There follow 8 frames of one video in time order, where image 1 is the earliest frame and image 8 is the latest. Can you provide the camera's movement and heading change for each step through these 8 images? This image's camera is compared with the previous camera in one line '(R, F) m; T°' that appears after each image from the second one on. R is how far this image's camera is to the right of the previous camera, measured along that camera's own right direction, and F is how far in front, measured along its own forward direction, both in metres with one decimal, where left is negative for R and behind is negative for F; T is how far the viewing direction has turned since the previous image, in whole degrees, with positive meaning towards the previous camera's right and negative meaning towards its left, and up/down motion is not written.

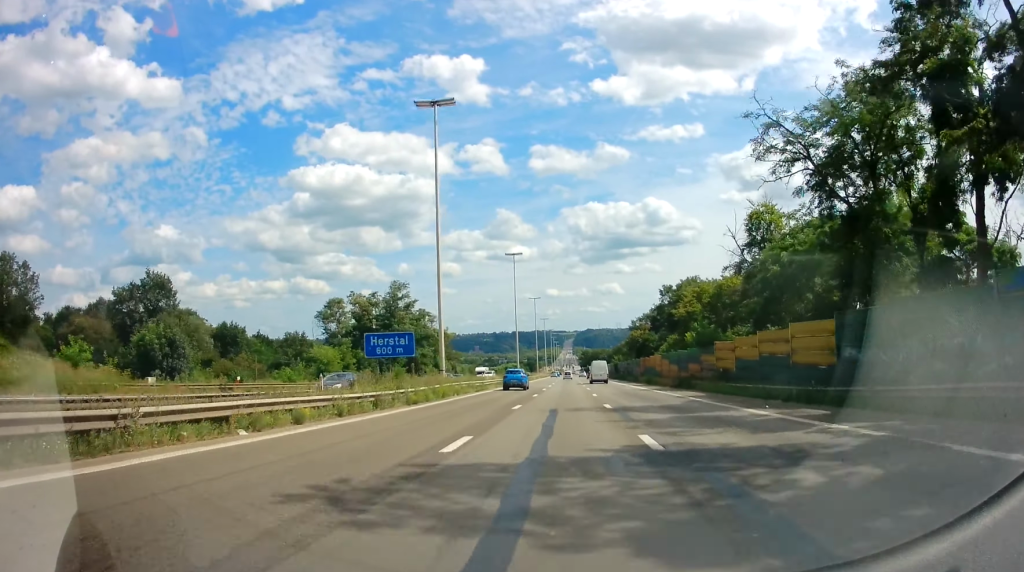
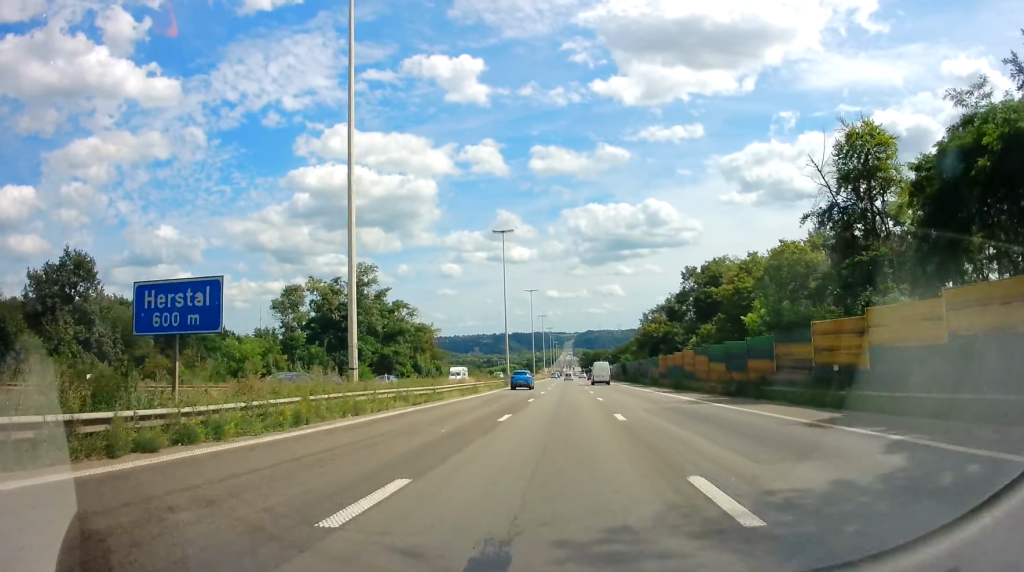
(+0.3, +17.4) m; +1°
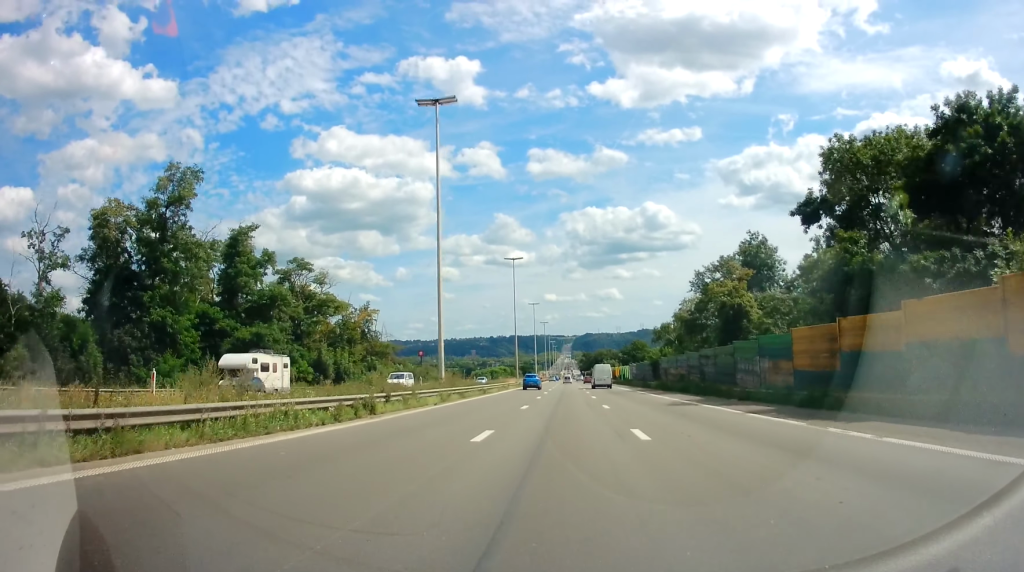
(-0.3, +42.5) m; -1°
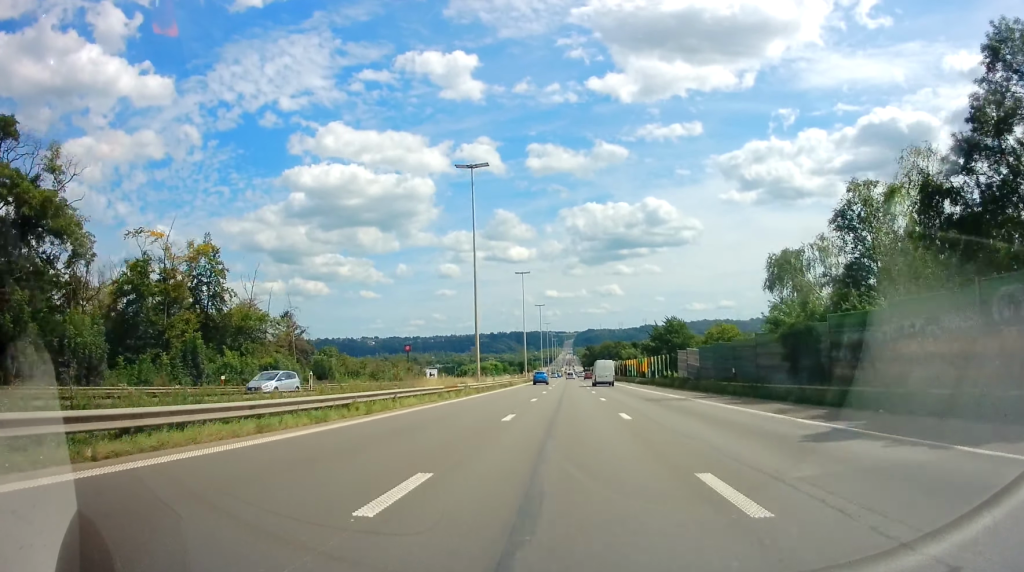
(+0.3, +43.7) m; +1°
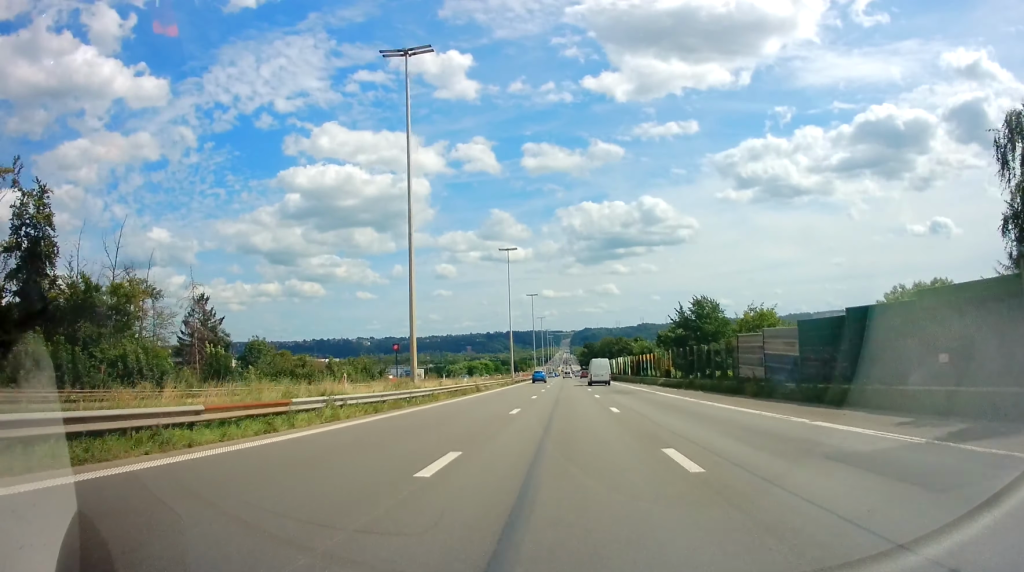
(-0.1, +22.8) m; 0°
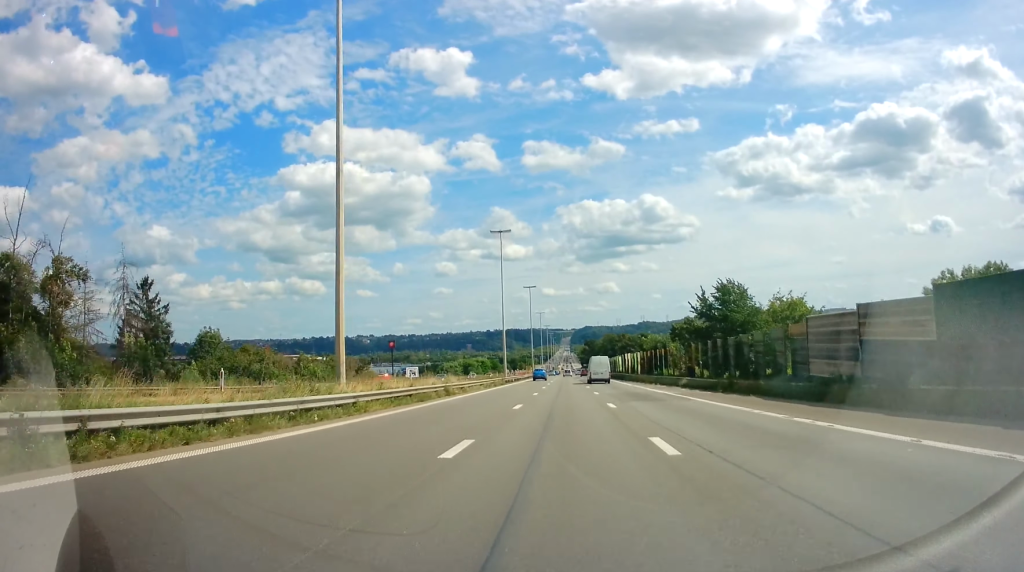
(+0.1, +10.9) m; 0°
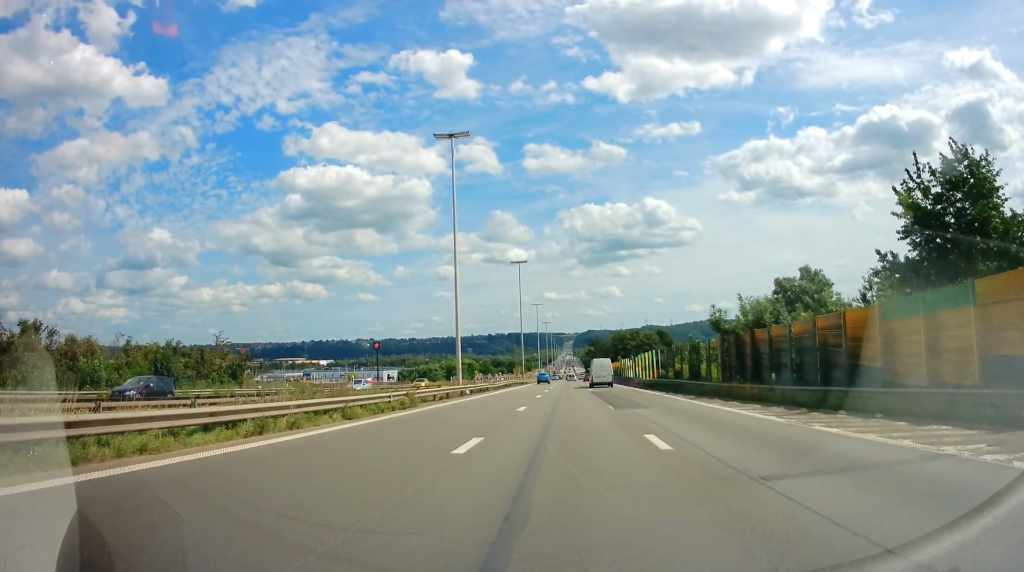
(-0.6, +36.2) m; -1°
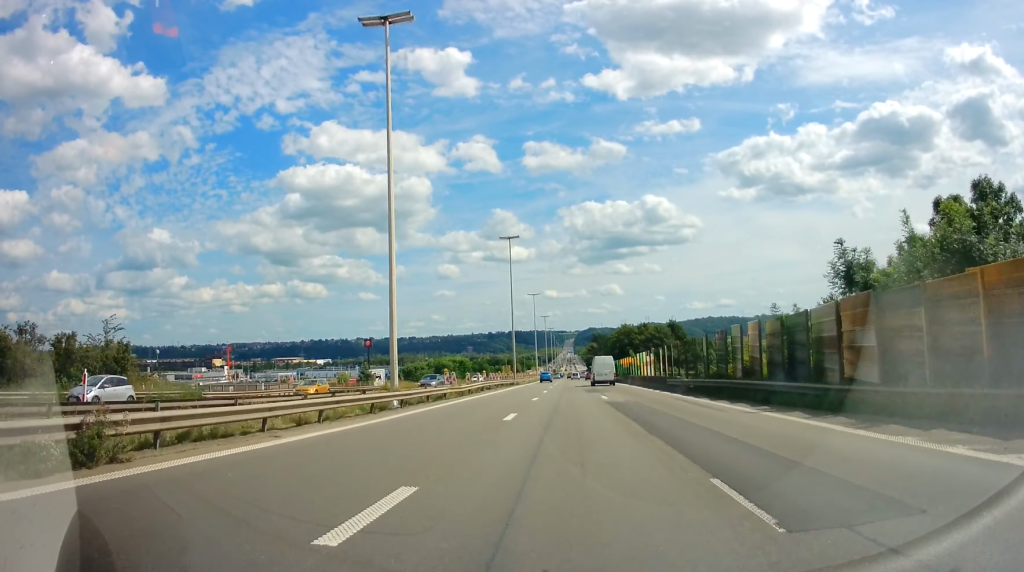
(+0.4, +17.7) m; +1°
